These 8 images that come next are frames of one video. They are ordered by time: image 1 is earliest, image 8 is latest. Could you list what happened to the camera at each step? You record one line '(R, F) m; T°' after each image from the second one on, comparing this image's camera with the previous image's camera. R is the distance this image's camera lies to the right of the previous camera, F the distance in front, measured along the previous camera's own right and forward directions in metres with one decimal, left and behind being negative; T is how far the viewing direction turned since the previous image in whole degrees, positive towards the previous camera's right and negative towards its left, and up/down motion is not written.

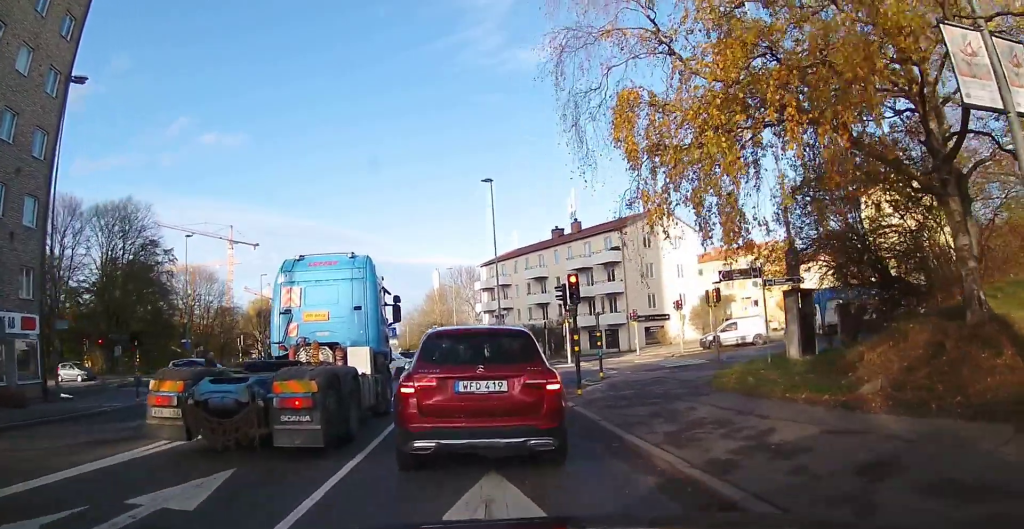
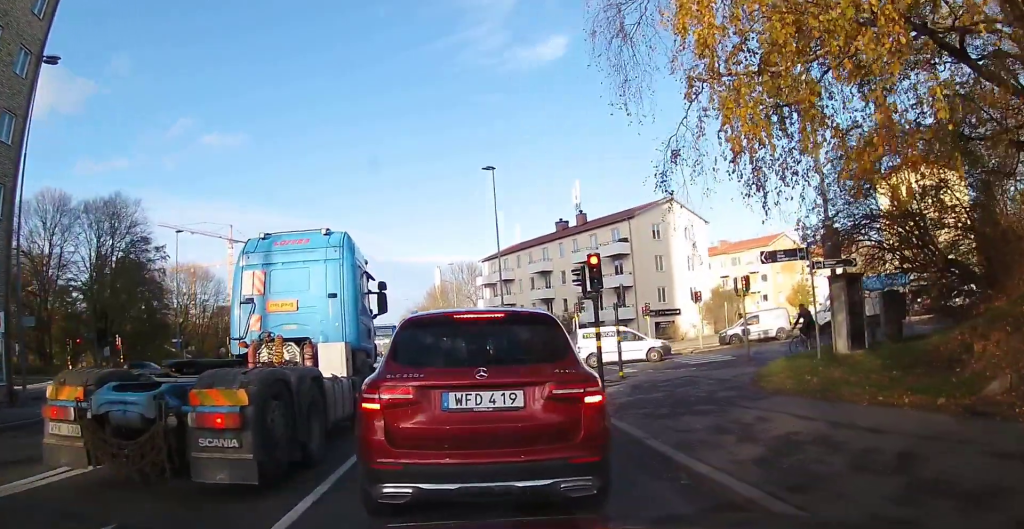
(-0.2, +3.4) m; -4°
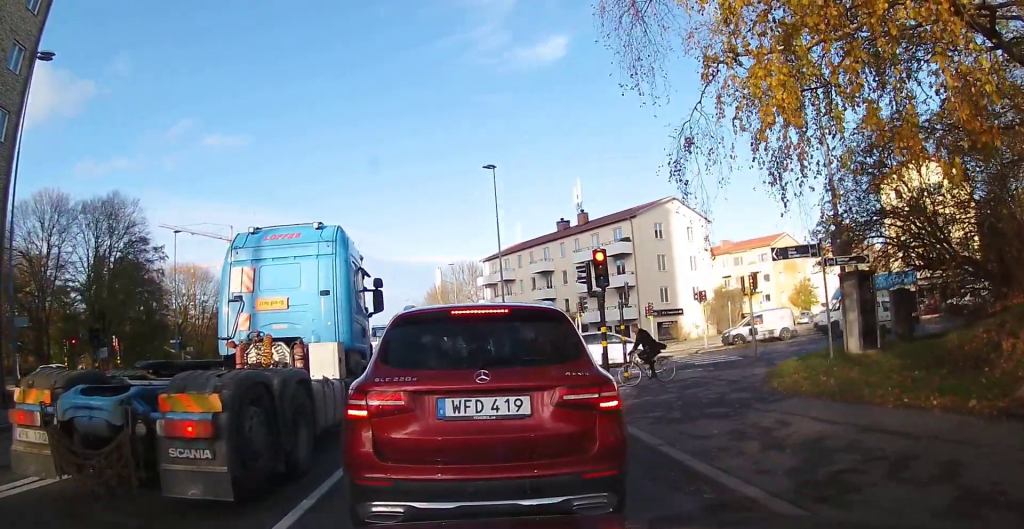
(0.0, +1.8) m; 0°
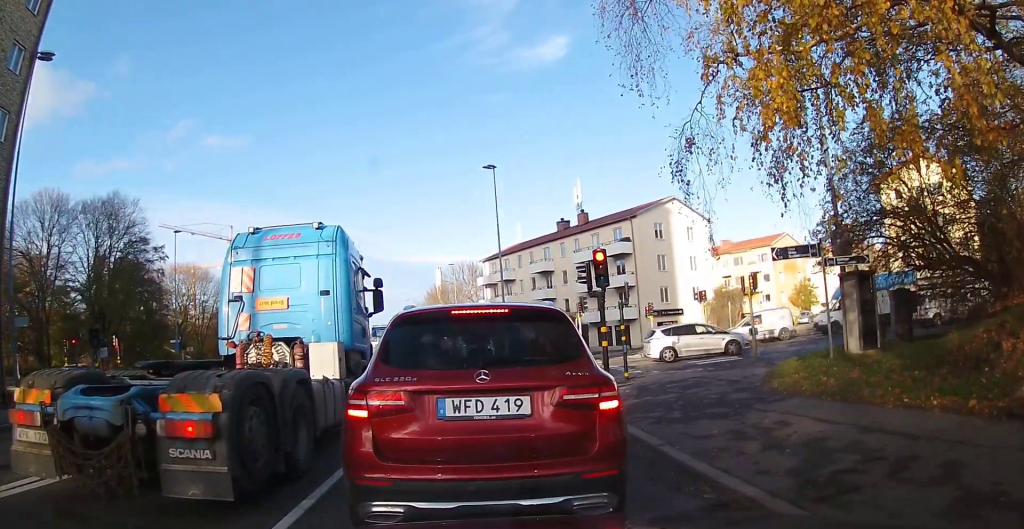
(-0.1, +0.2) m; 0°
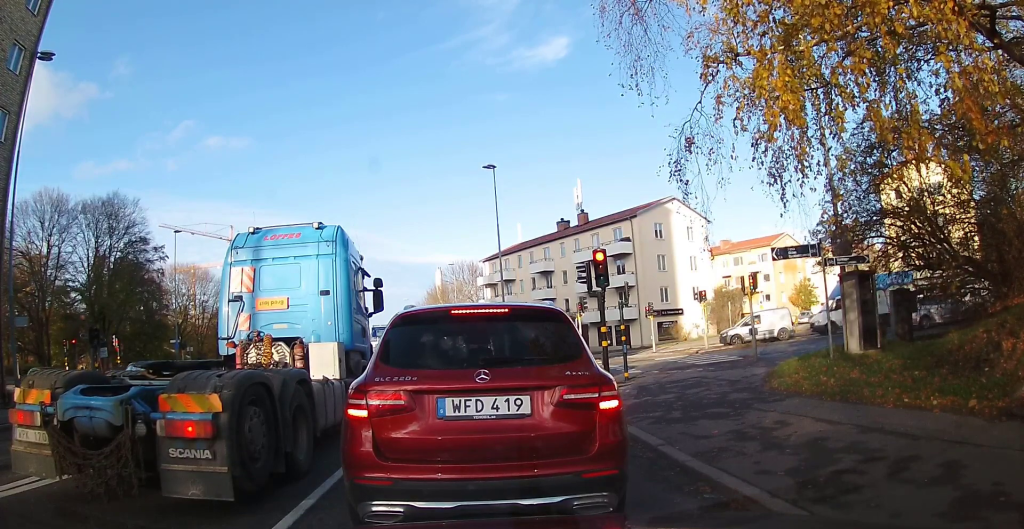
(-0.2, +0.2) m; 0°
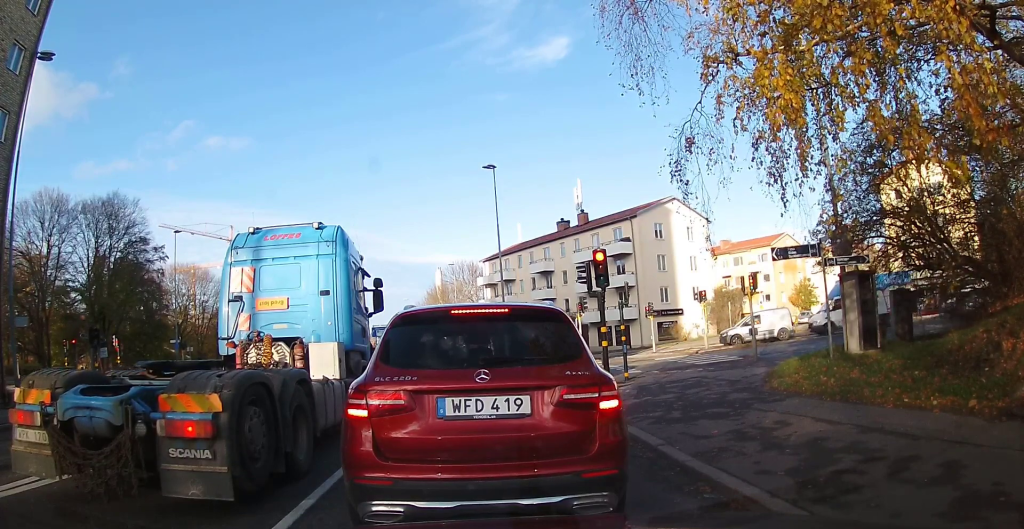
(0.0, 0.0) m; 0°
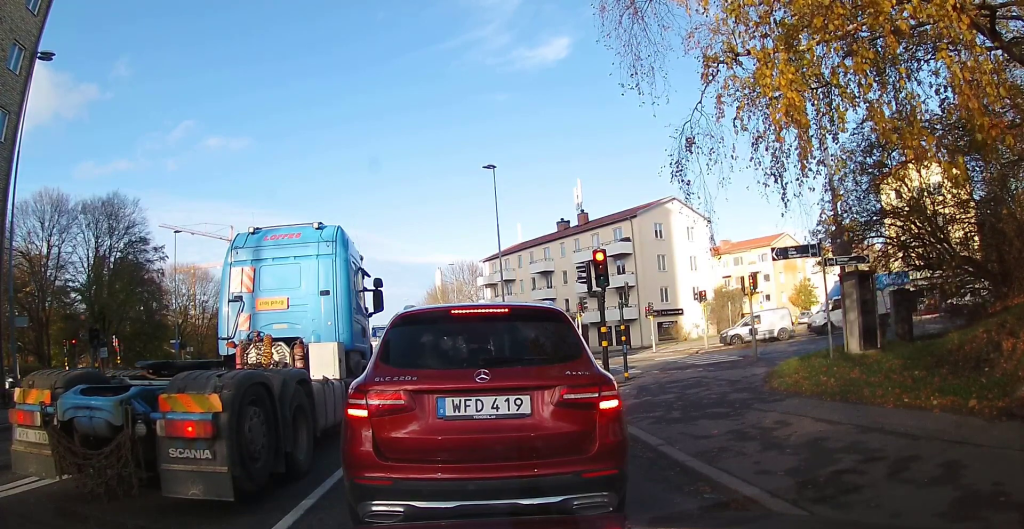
(0.0, 0.0) m; 0°
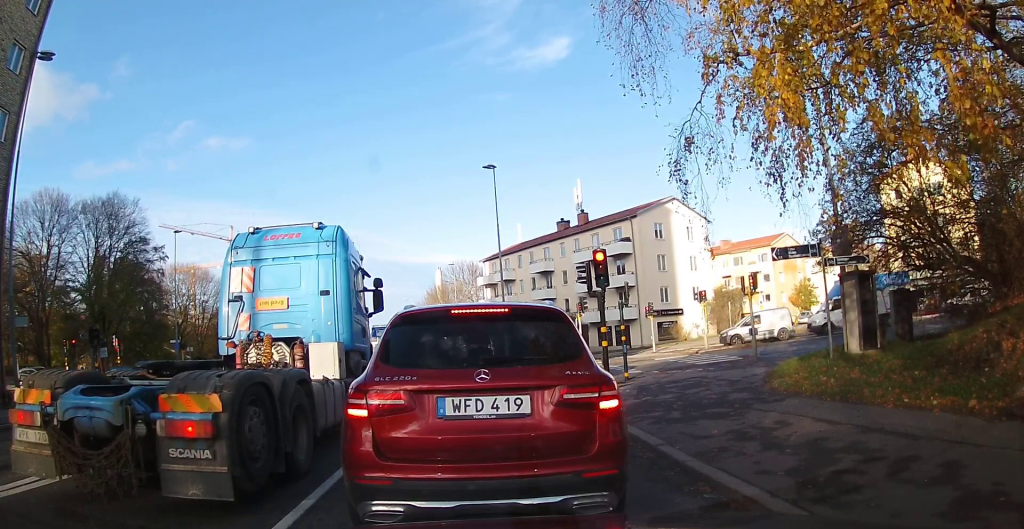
(+0.1, +0.2) m; 0°
